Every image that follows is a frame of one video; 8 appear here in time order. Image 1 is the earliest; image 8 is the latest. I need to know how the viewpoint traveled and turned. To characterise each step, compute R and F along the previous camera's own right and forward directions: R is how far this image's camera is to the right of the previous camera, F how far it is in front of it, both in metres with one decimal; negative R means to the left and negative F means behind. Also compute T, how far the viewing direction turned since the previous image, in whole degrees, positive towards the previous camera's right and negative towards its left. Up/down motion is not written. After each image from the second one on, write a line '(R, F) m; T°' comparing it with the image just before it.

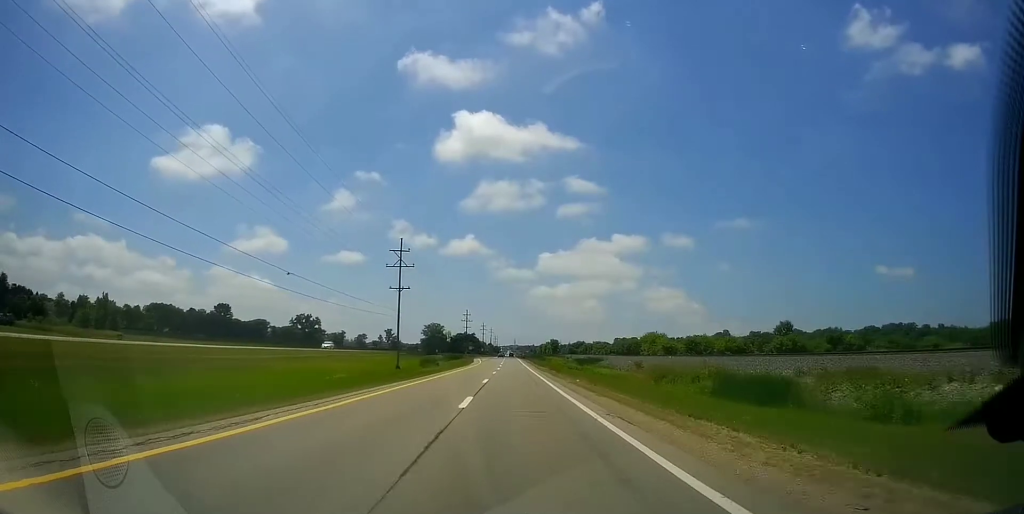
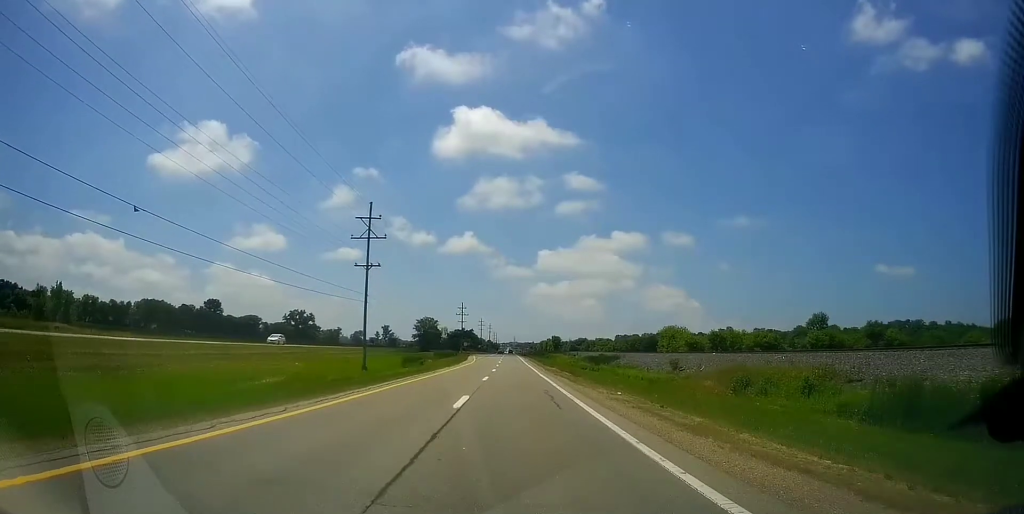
(+0.1, +16.2) m; 0°
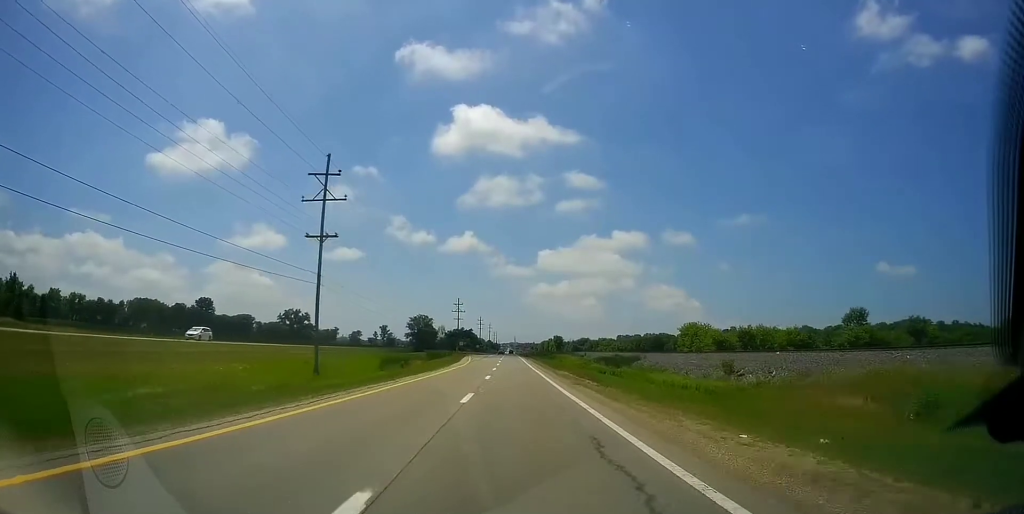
(0.0, +13.7) m; 0°
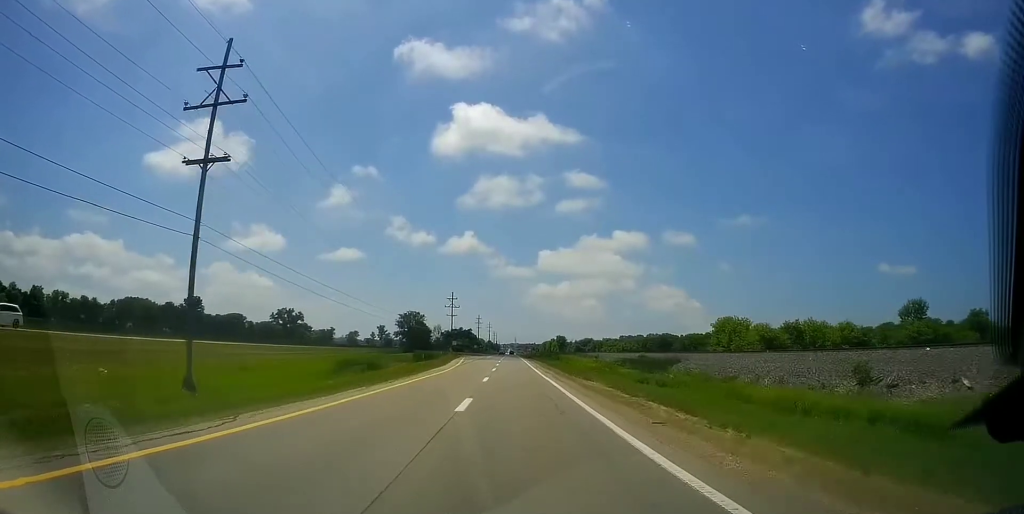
(-0.1, +17.0) m; -1°
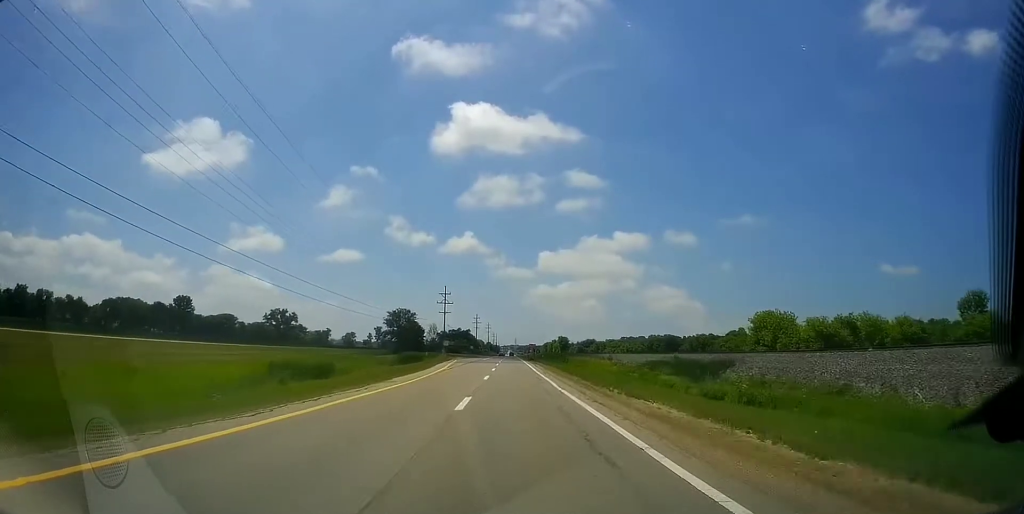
(0.0, +13.8) m; -1°
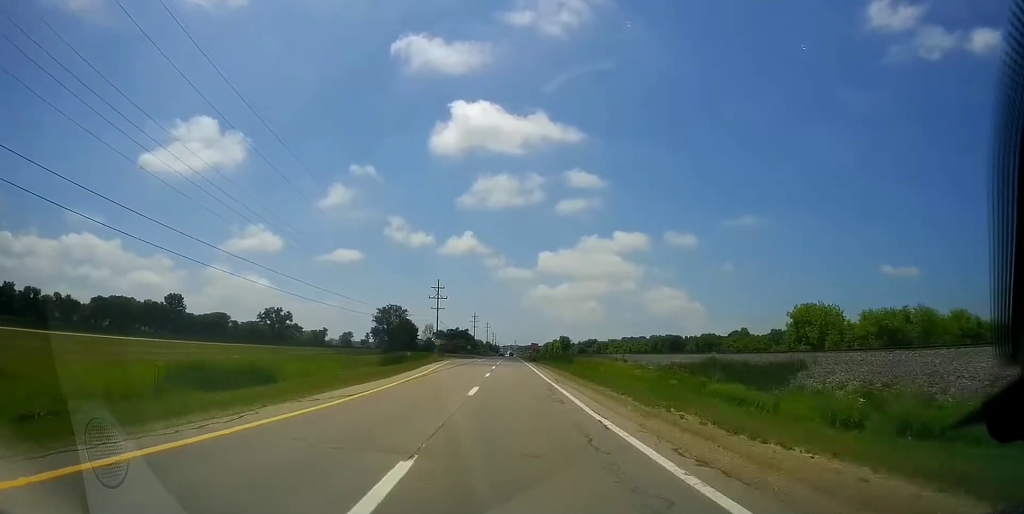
(-0.2, +11.4) m; 0°
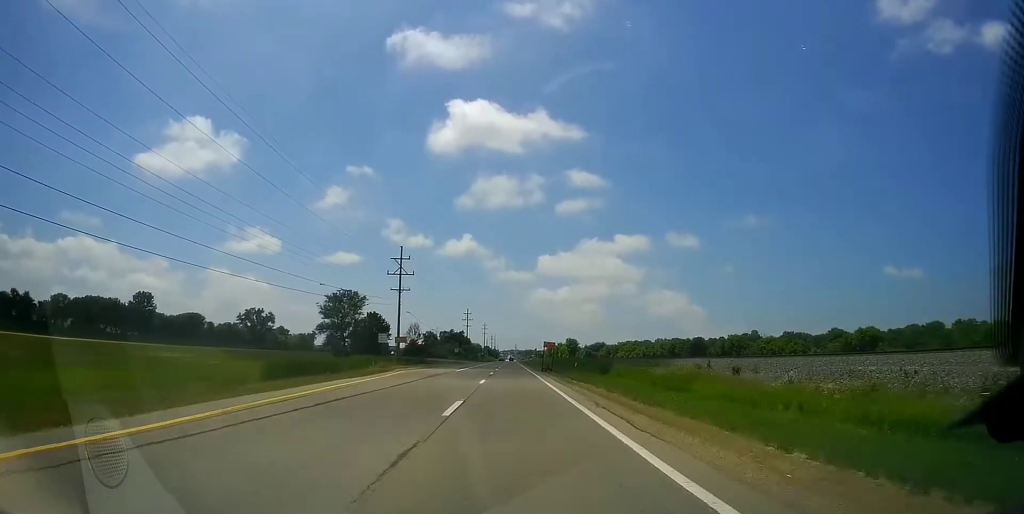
(+0.6, +36.6) m; +2°
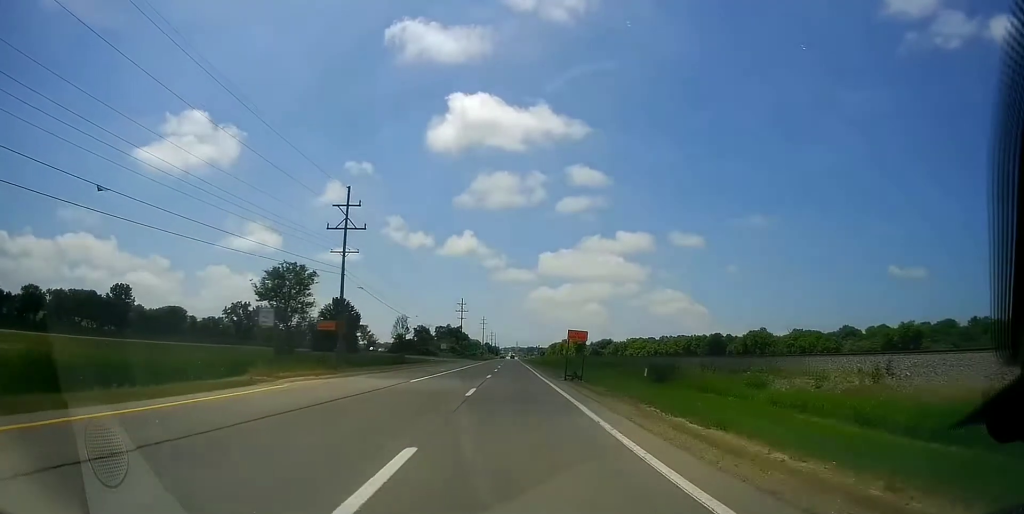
(-0.2, +24.6) m; -1°
